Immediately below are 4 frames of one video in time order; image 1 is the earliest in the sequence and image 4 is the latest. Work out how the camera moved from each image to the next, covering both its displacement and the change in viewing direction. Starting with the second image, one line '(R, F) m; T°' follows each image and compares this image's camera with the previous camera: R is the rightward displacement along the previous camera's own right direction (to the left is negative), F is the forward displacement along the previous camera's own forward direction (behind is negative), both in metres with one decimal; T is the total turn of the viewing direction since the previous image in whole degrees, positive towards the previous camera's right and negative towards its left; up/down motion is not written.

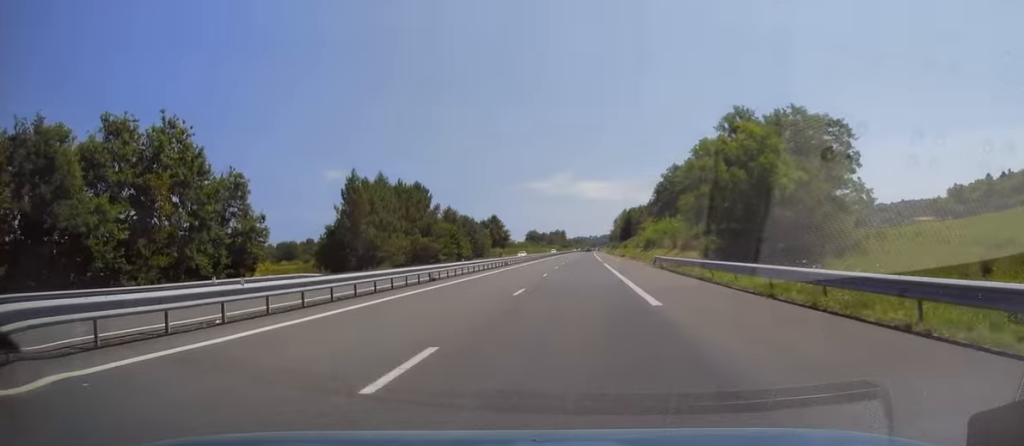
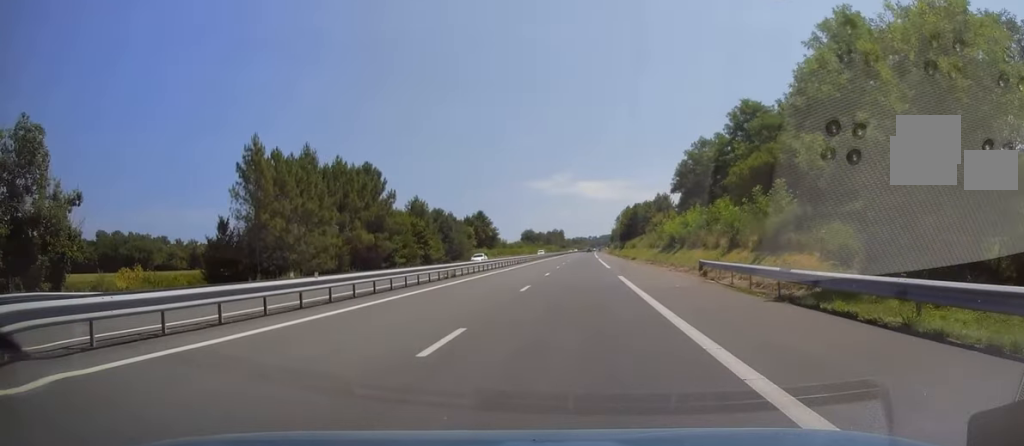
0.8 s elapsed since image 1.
(+0.3, +23.9) m; 0°
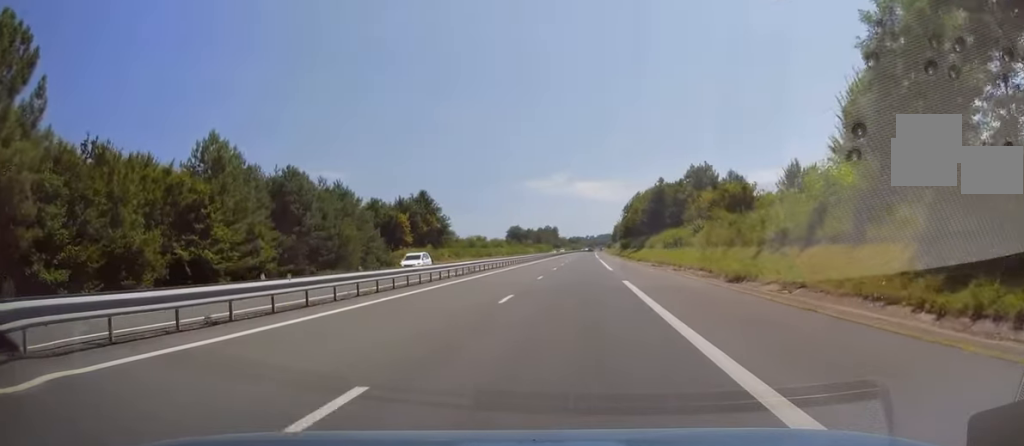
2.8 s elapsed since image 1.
(+0.1, +57.2) m; +1°
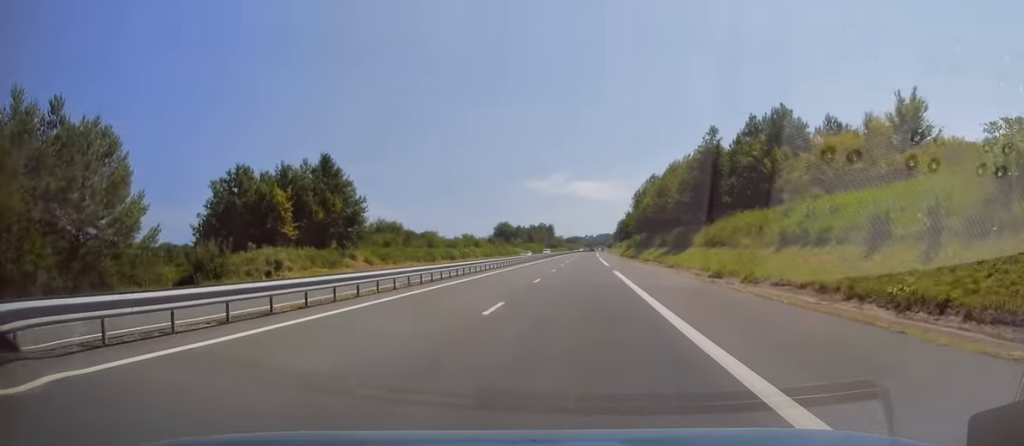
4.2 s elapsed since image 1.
(-0.4, +42.0) m; -1°
